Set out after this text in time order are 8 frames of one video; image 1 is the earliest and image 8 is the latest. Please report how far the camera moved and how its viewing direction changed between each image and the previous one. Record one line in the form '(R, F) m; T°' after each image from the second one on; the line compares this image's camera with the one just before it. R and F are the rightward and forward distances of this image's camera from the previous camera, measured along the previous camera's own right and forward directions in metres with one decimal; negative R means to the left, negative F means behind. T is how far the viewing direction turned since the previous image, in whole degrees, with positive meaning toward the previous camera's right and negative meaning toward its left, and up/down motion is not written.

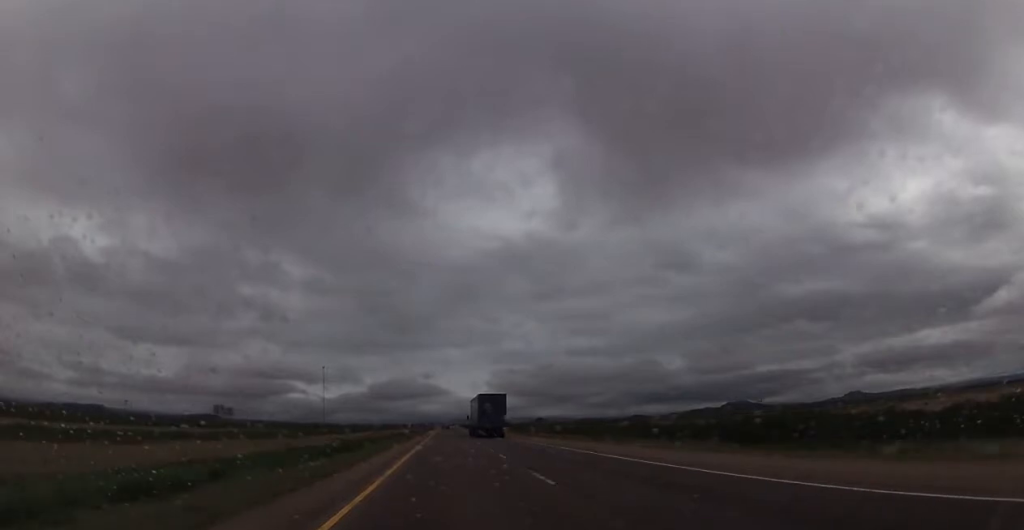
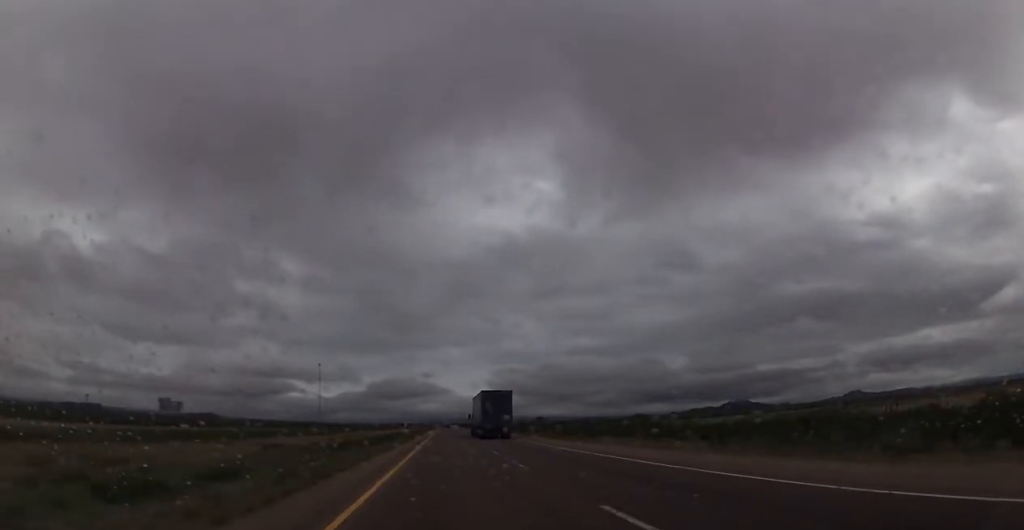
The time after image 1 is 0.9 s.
(0.0, +31.7) m; 0°
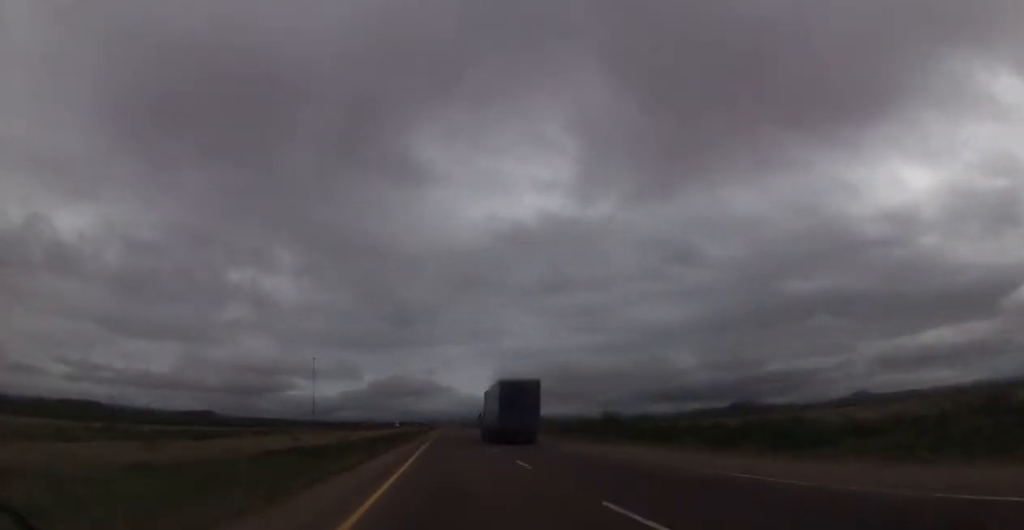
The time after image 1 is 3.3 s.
(-0.4, +84.6) m; +1°
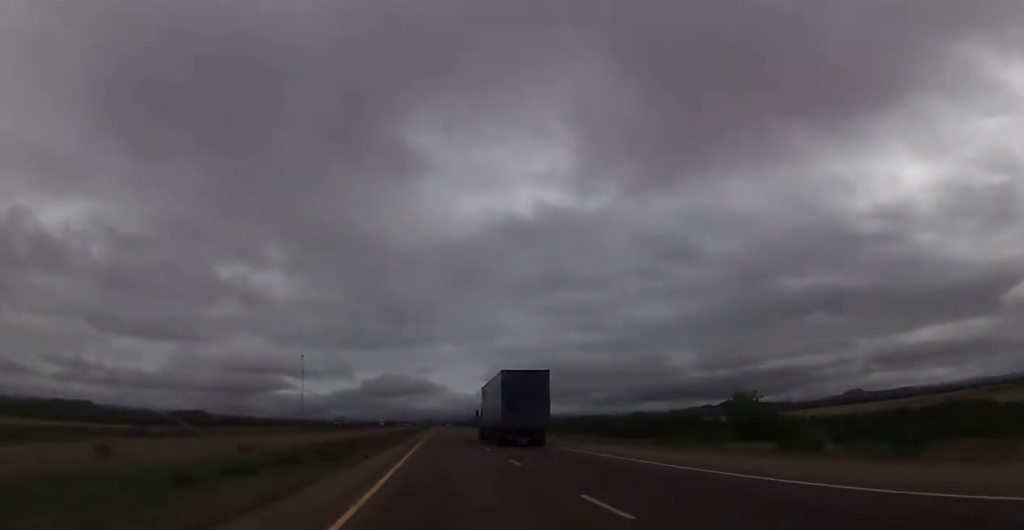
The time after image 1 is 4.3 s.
(+0.6, +35.2) m; 0°
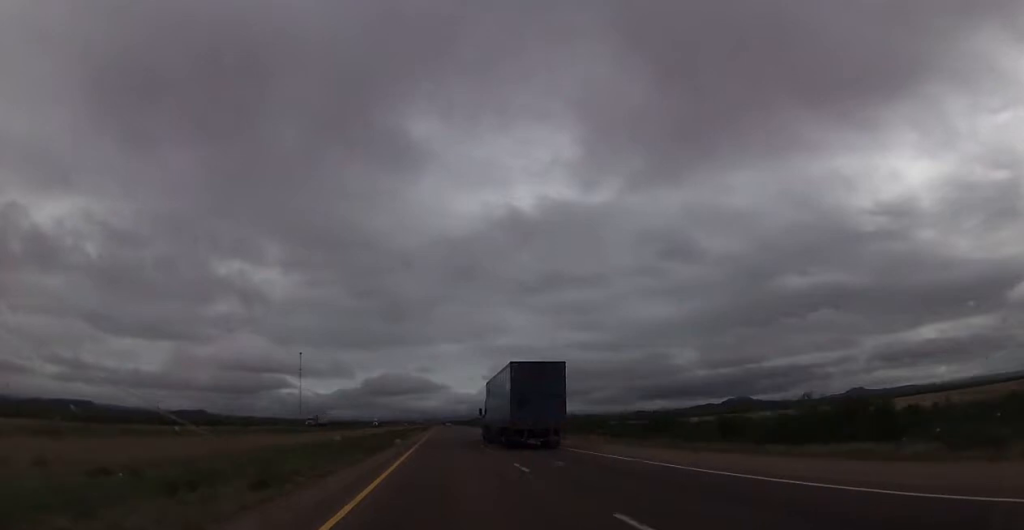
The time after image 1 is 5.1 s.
(-0.3, +27.0) m; -1°
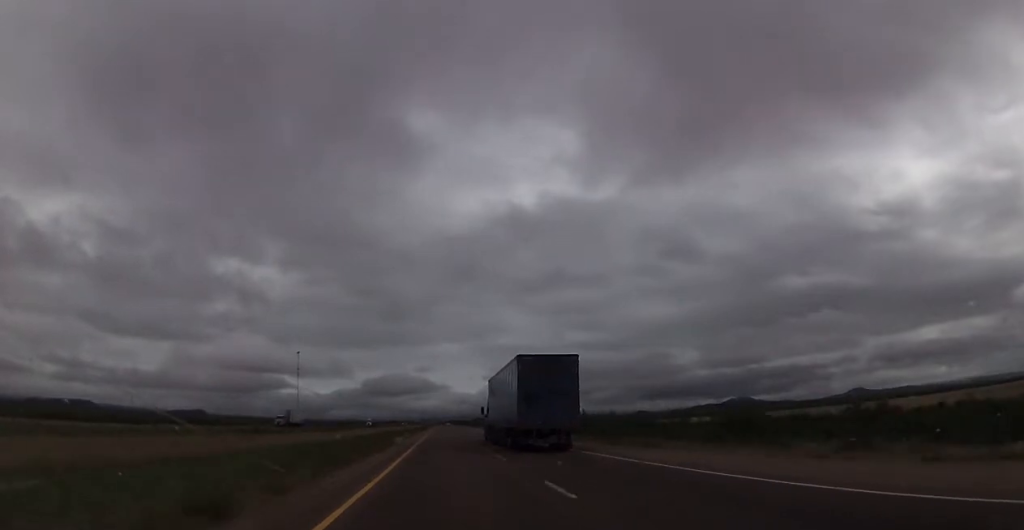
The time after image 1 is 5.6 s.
(-0.1, +18.8) m; 0°
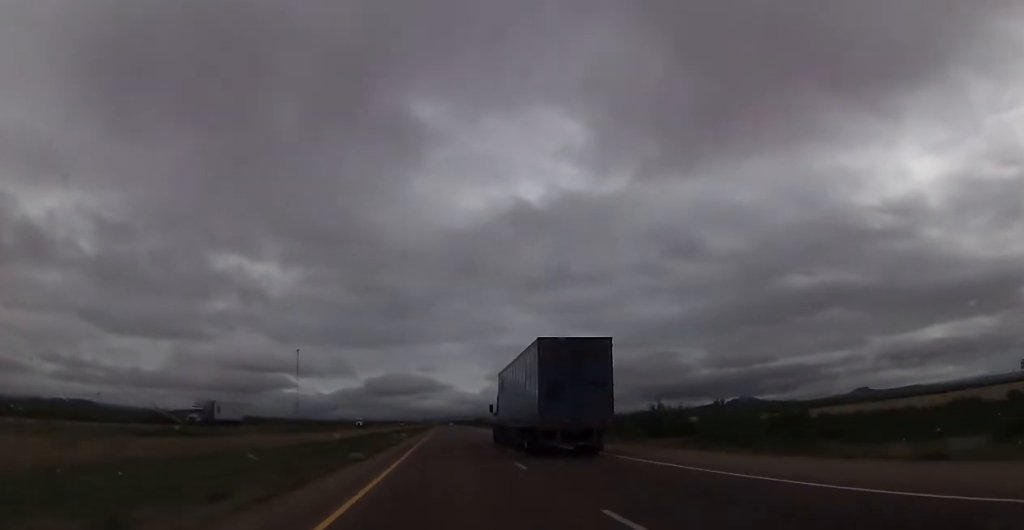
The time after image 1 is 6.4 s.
(0.0, +29.4) m; 0°
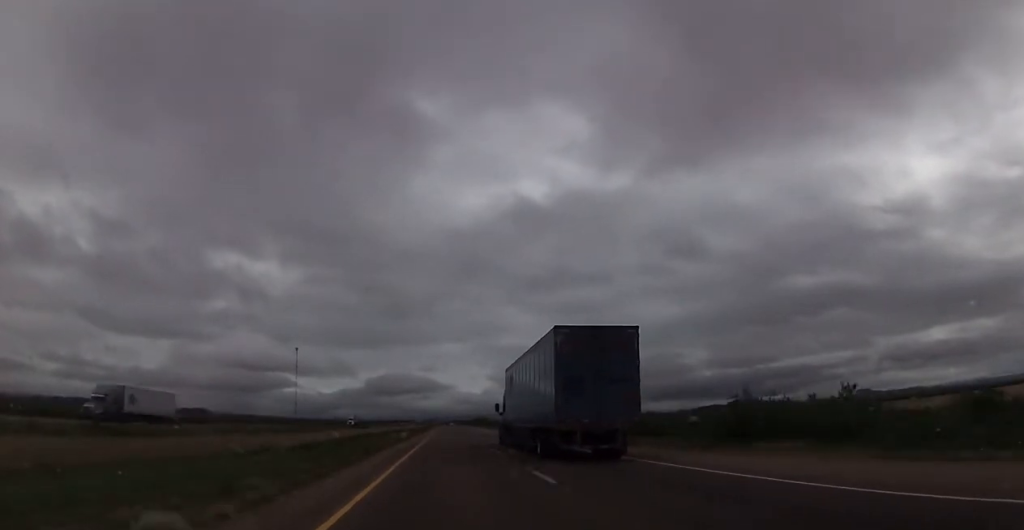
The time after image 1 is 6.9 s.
(0.0, +16.4) m; 0°
